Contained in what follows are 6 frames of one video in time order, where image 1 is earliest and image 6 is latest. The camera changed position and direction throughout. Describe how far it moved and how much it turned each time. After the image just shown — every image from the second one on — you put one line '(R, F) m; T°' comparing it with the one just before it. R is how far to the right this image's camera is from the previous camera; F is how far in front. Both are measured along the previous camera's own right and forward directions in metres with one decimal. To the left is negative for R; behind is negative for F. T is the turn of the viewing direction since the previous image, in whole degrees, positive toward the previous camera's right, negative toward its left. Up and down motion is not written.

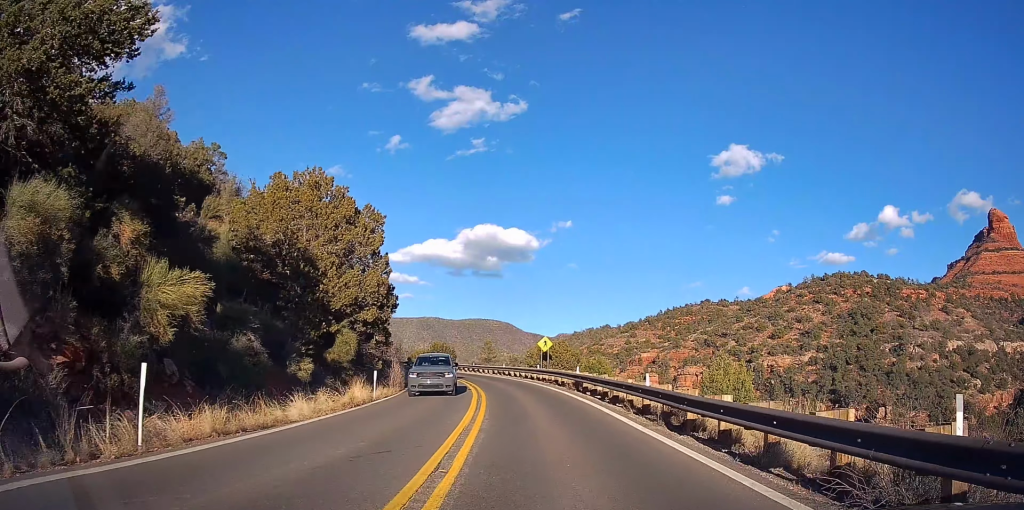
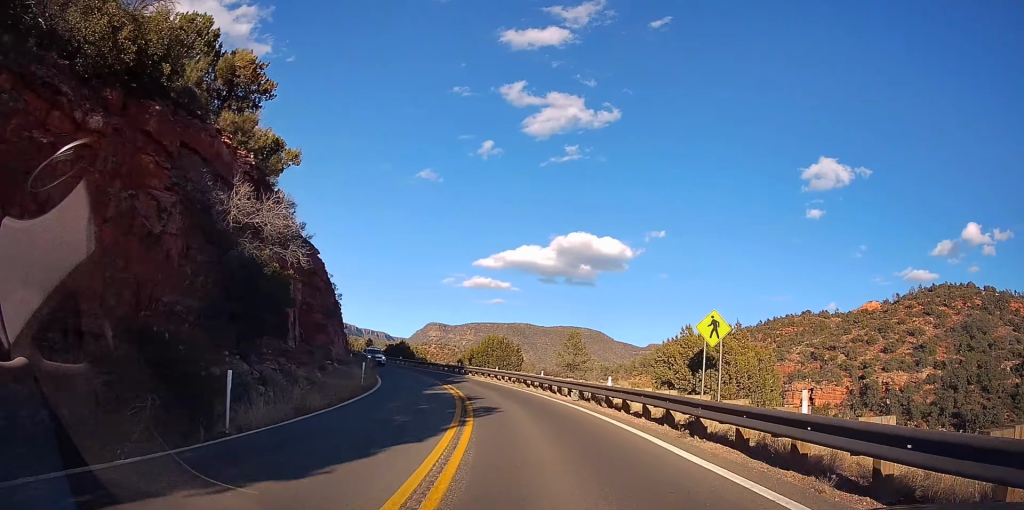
(-2.6, +31.5) m; -8°
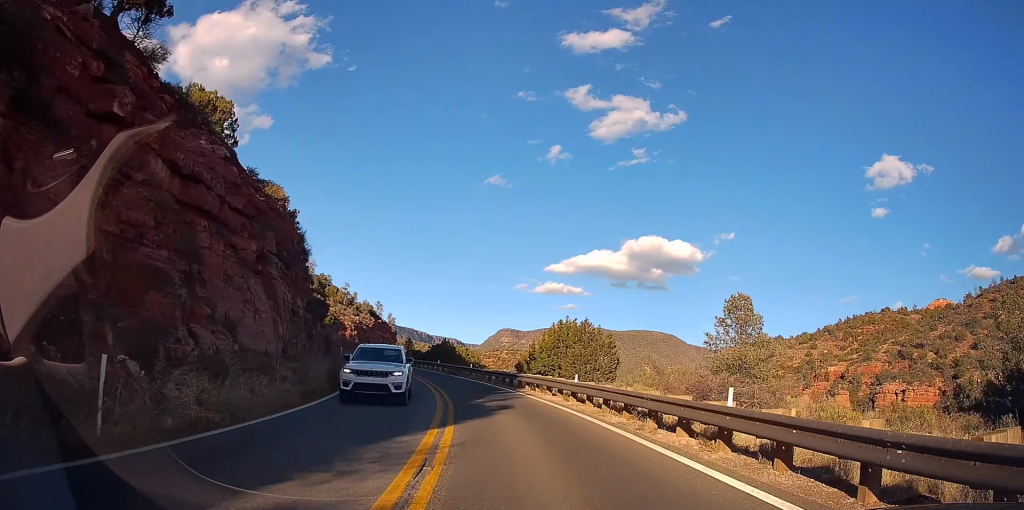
(-0.8, +20.4) m; -8°
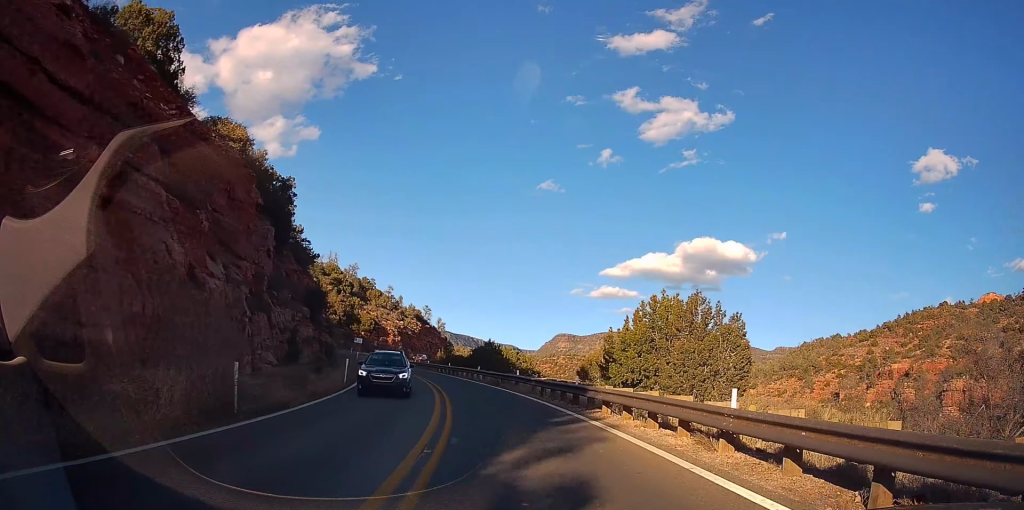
(-0.6, +11.3) m; -5°
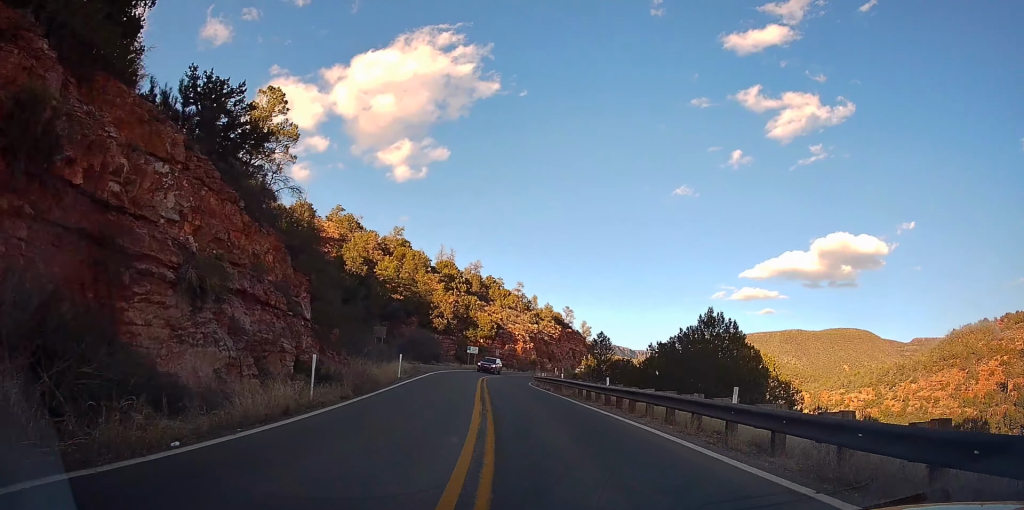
(-3.0, +30.8) m; -13°
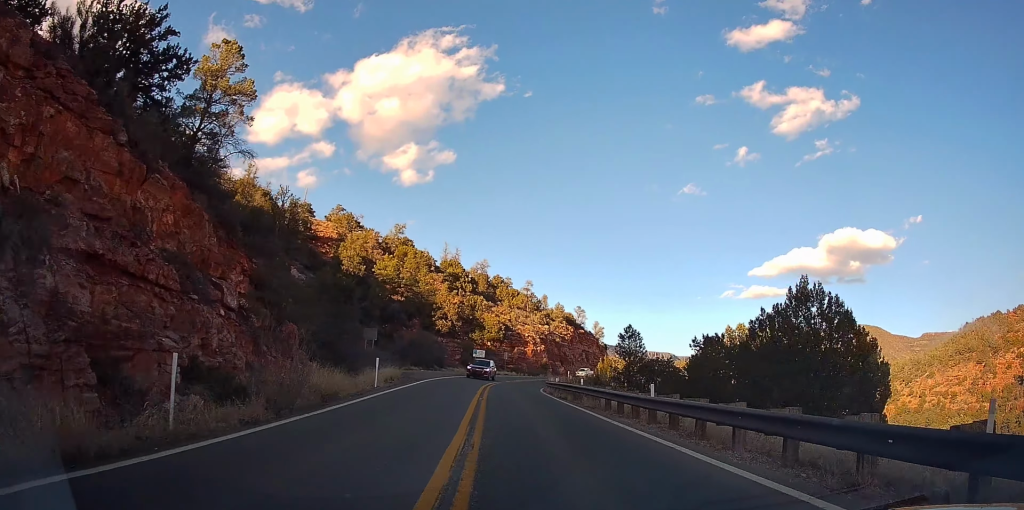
(-0.6, +6.3) m; -2°
